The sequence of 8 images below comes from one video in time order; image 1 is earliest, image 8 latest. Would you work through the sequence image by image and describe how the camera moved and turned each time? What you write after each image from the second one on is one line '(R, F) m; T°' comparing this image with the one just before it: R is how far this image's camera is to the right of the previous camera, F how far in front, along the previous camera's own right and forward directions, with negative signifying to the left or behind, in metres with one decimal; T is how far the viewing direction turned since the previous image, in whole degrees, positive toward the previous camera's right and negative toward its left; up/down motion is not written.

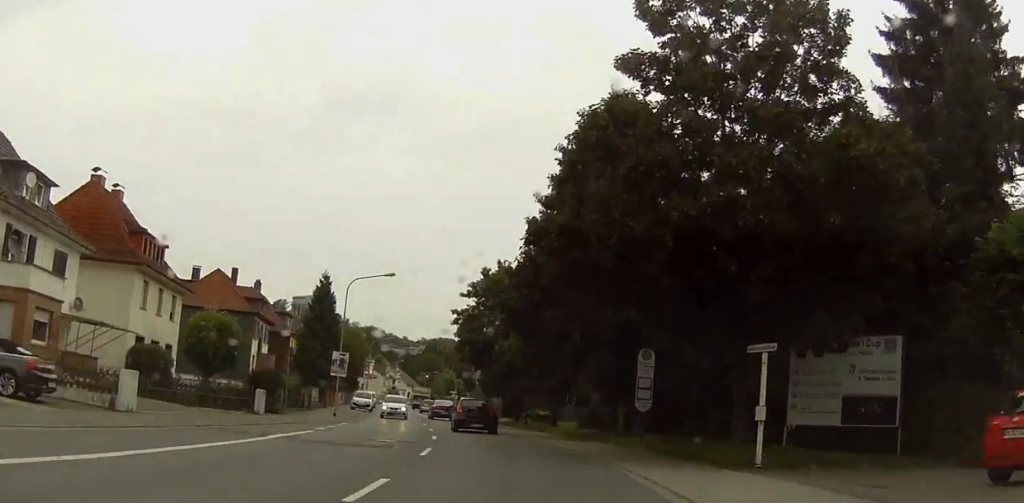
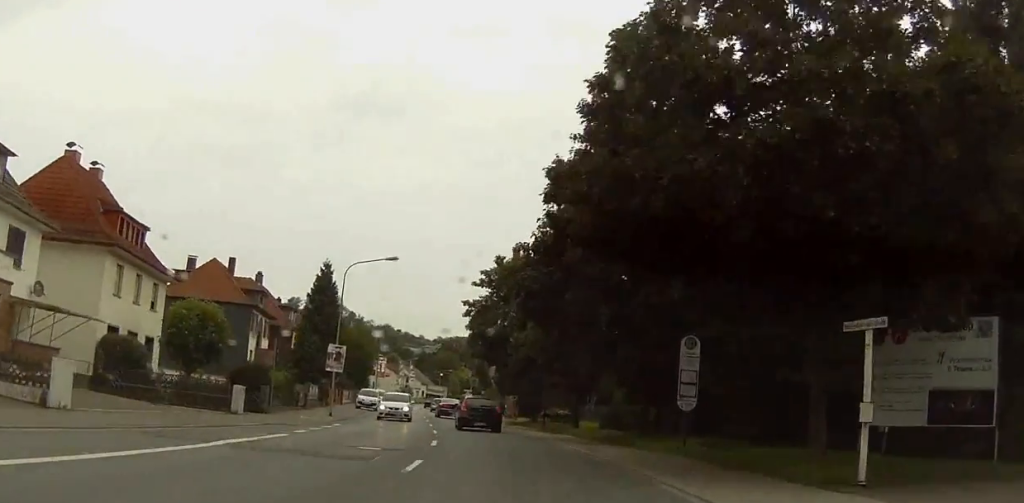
(+0.1, +4.9) m; -1°
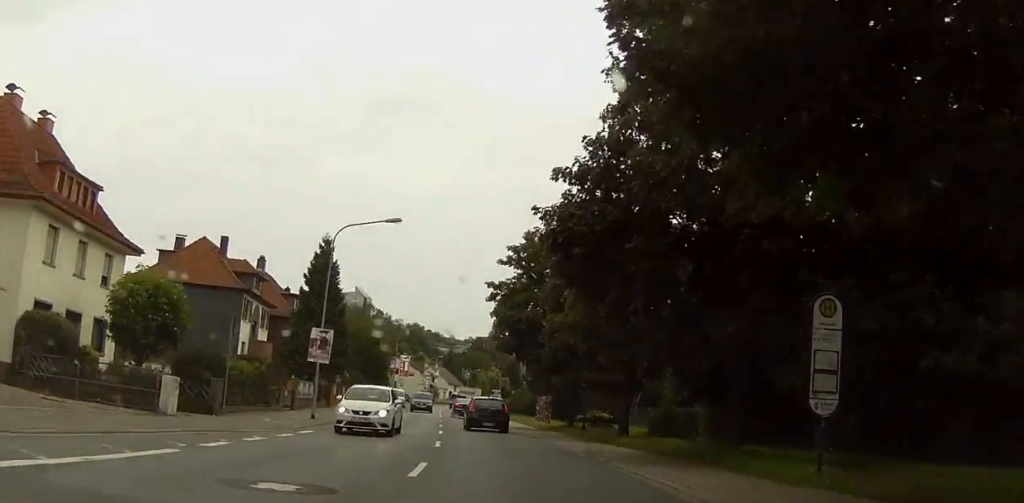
(0.0, +9.0) m; -1°
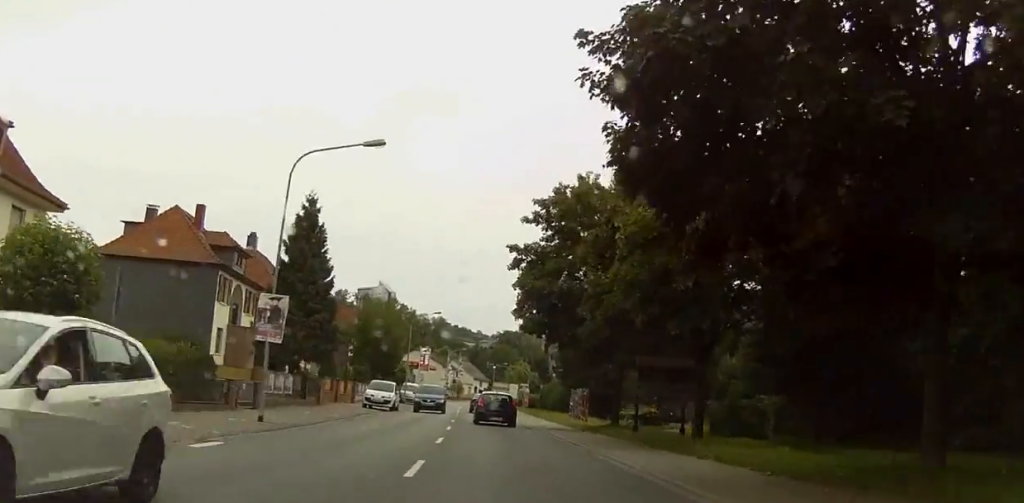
(-0.4, +9.7) m; -2°
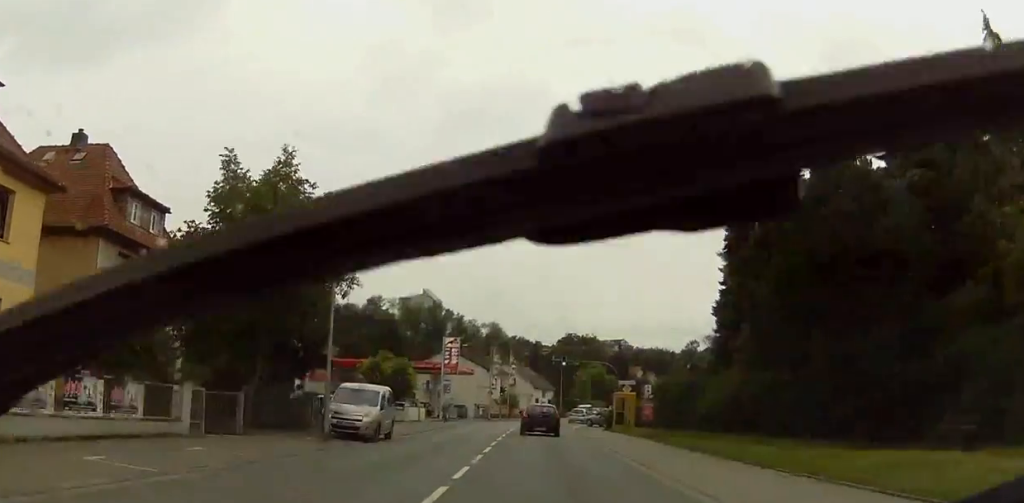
(-1.9, +48.2) m; -4°
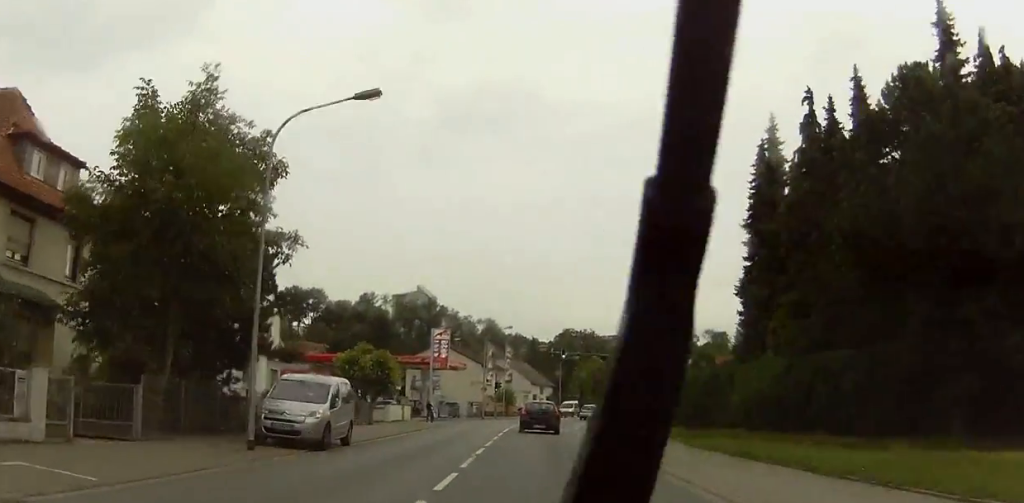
(+0.1, +6.5) m; 0°
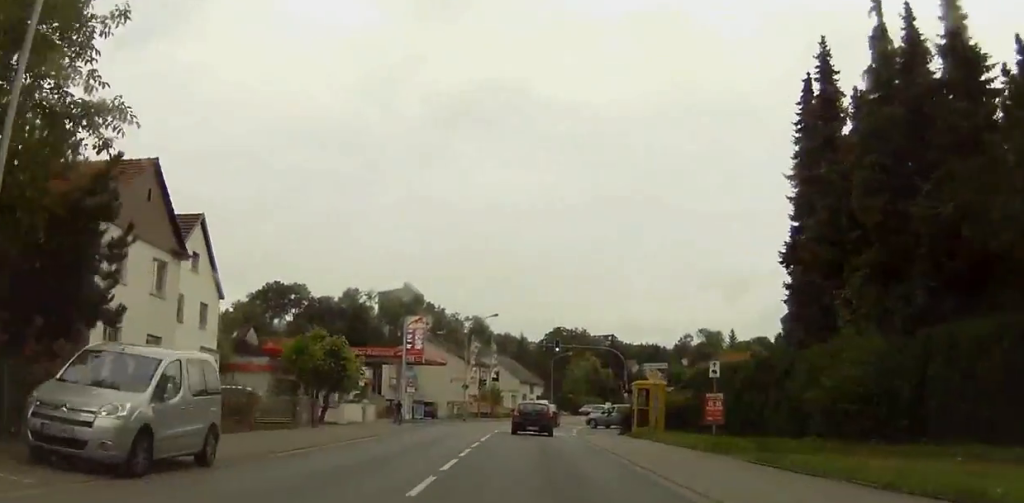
(-0.1, +9.6) m; -1°
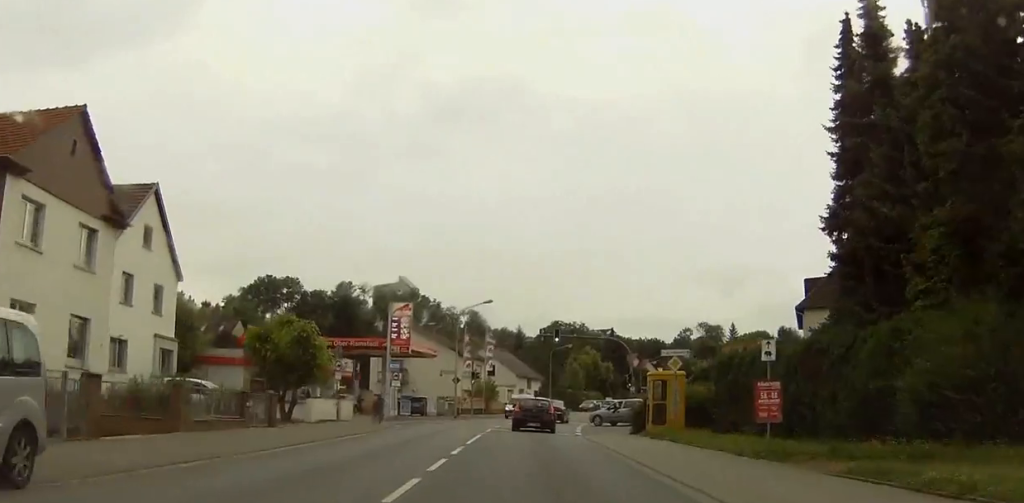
(-0.1, +5.5) m; 0°
